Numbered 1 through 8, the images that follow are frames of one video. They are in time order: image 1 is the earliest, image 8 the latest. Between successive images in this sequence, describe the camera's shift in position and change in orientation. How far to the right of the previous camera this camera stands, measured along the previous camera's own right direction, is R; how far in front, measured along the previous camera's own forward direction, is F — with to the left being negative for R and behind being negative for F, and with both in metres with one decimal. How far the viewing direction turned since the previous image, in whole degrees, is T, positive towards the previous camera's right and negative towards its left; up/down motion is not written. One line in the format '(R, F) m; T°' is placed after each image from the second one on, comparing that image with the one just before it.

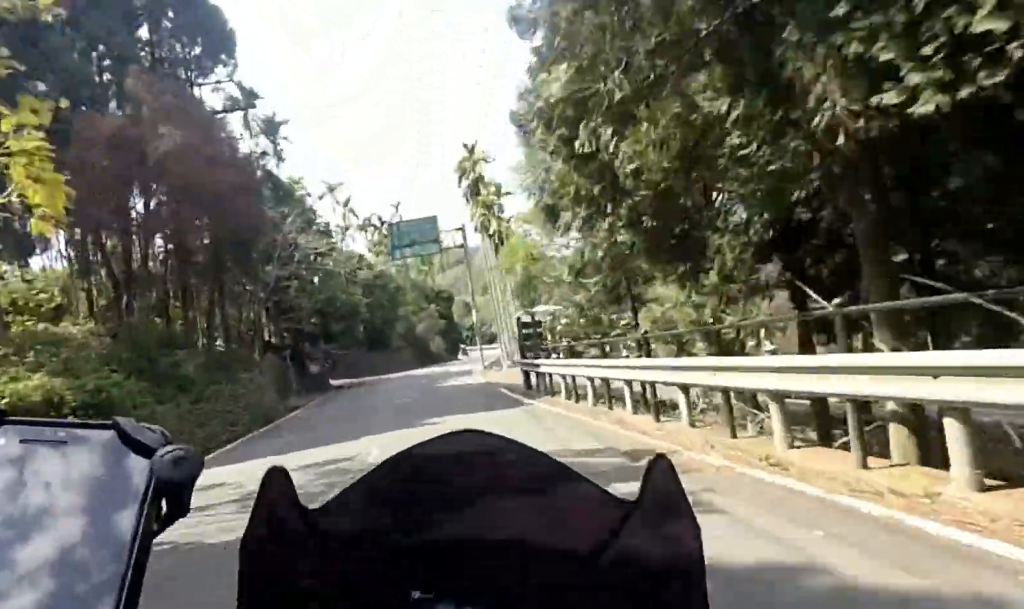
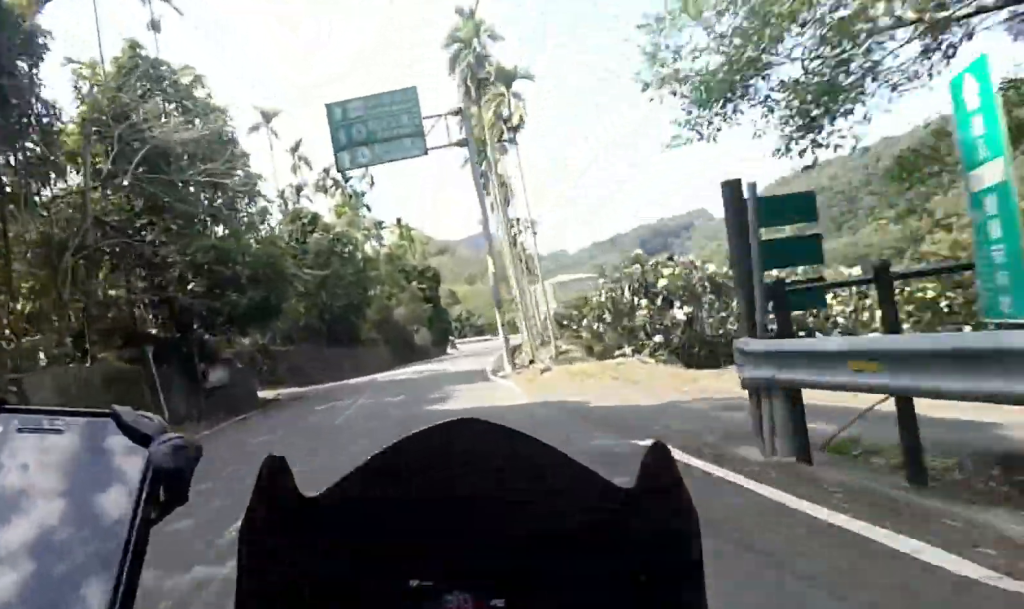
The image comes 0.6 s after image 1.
(+0.2, +14.2) m; -11°
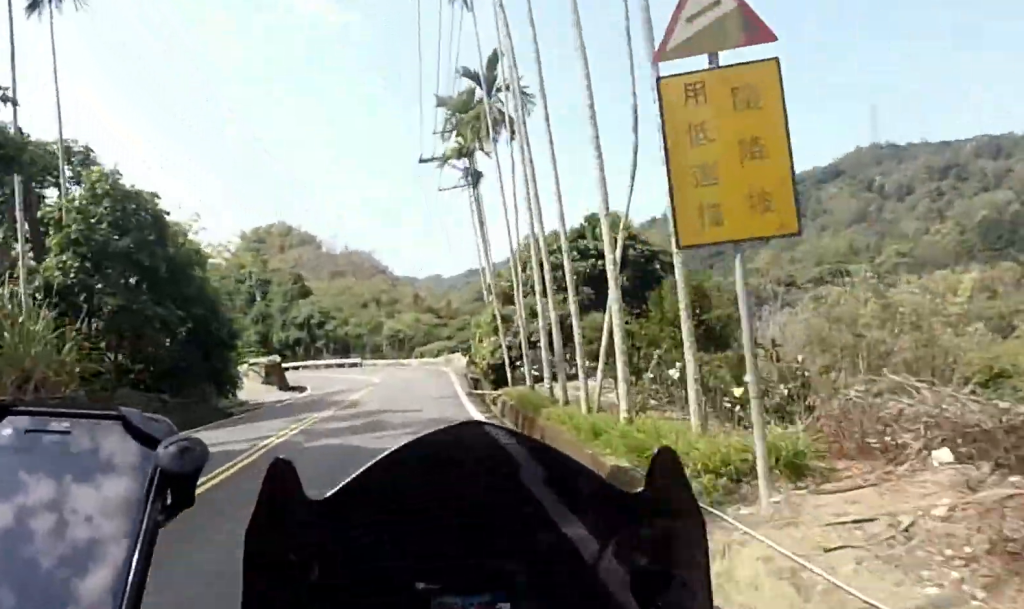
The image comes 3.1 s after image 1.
(+4.0, +58.1) m; +15°
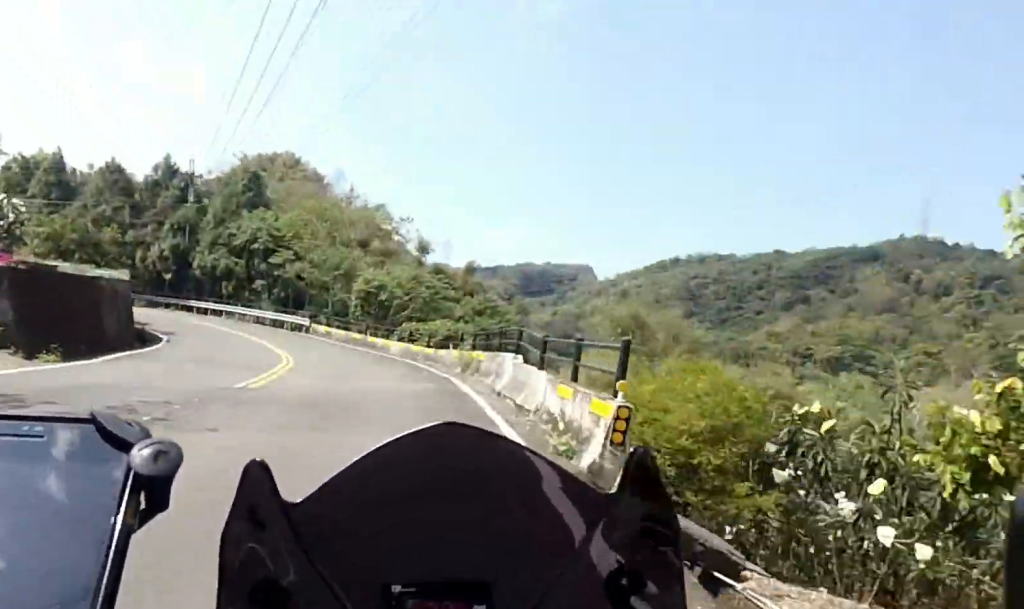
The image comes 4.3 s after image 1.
(+1.5, +24.9) m; +9°
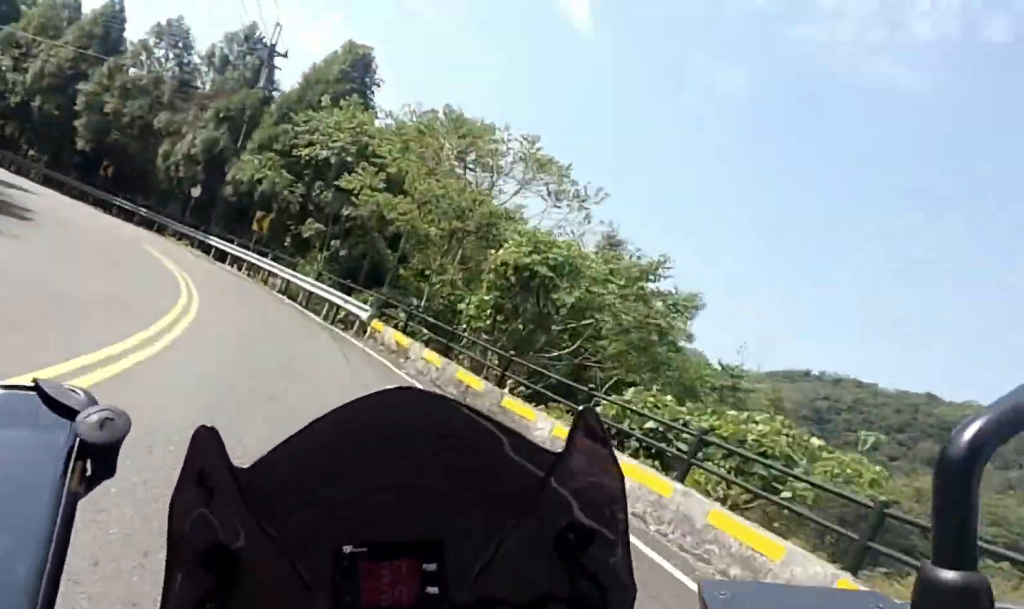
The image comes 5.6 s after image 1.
(+0.4, +20.3) m; -19°
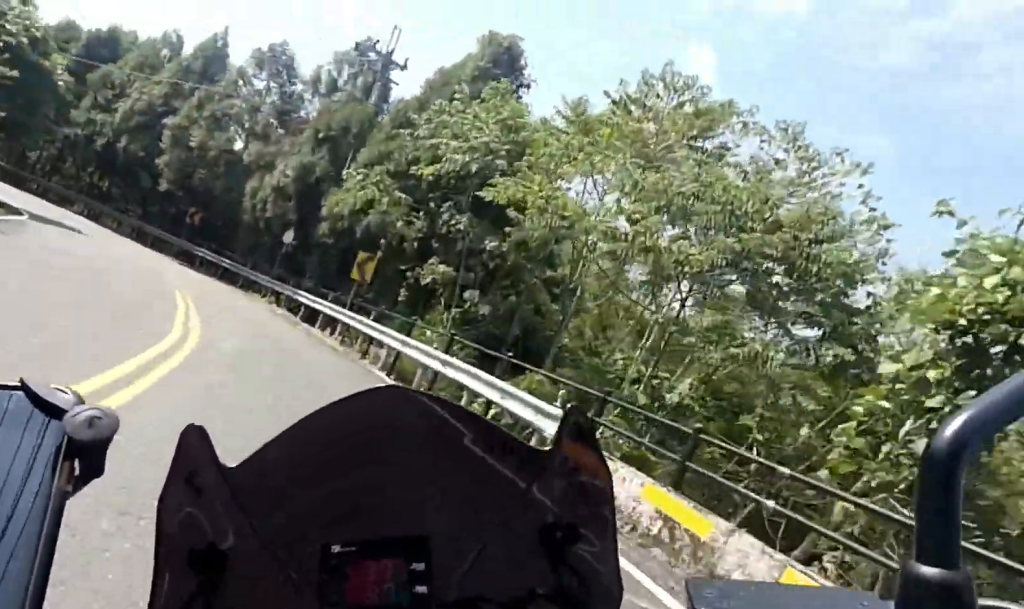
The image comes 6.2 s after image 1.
(-3.0, +7.0) m; -15°
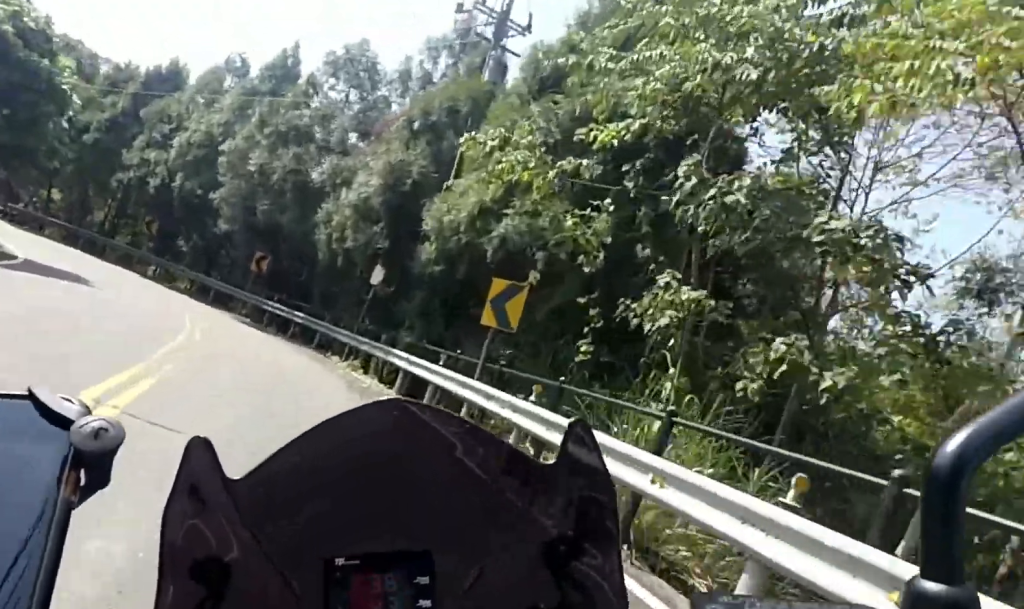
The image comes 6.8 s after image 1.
(-1.1, +7.0) m; -10°
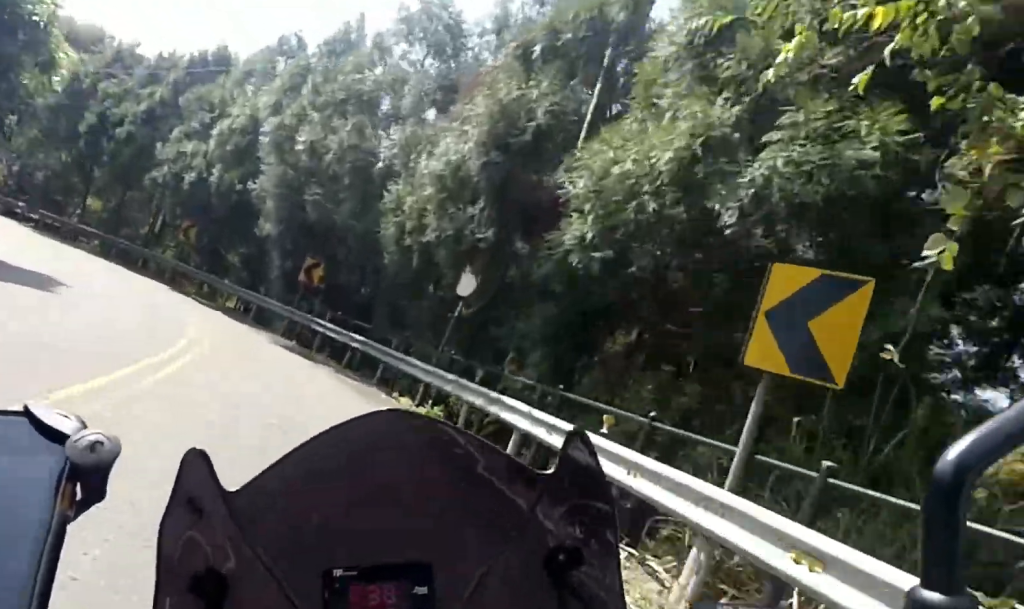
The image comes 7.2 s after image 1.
(-0.1, +4.9) m; -2°
